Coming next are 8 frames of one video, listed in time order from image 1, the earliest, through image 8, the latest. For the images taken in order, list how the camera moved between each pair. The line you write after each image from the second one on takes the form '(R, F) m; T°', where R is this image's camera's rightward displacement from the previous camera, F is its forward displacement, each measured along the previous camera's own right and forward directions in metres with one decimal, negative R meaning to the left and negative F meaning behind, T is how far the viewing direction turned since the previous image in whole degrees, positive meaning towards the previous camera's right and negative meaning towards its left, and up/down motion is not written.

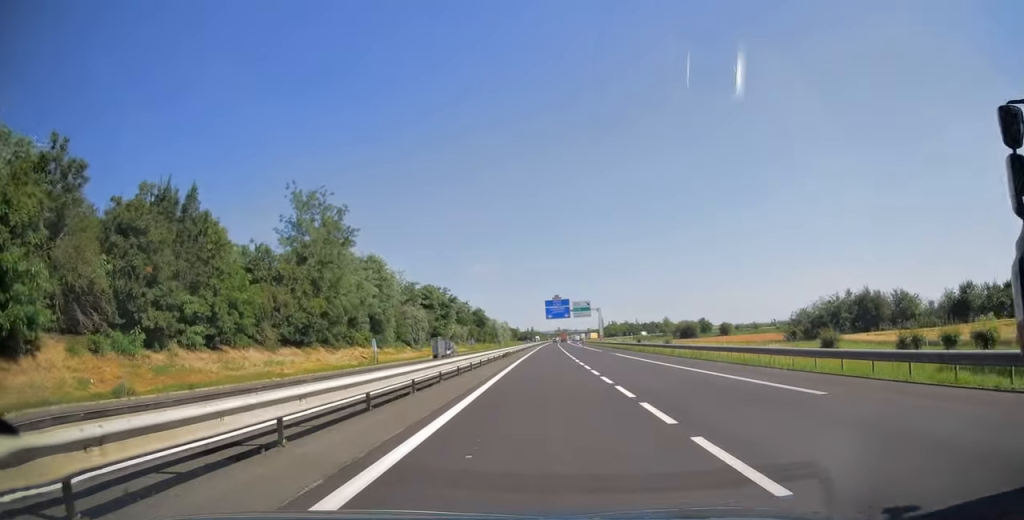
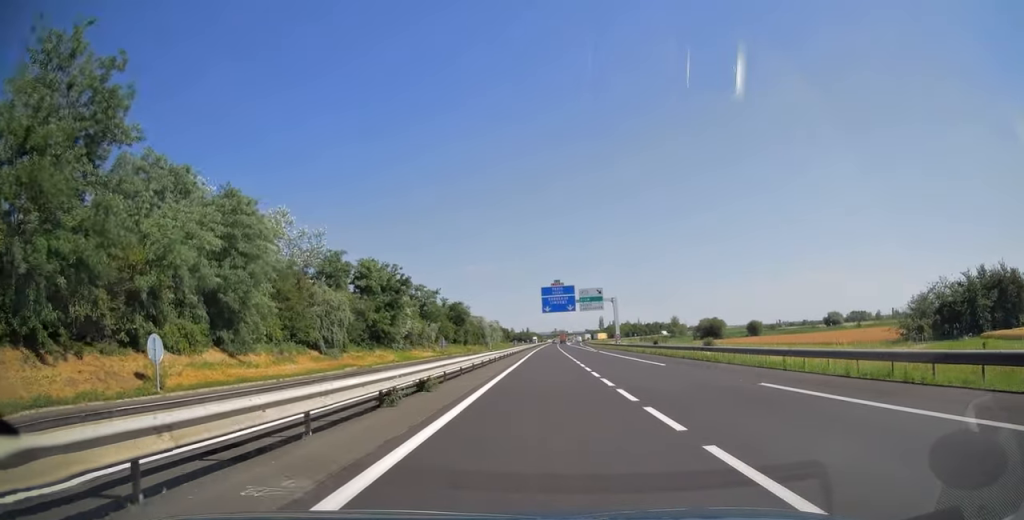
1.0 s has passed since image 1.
(0.0, +35.0) m; 0°
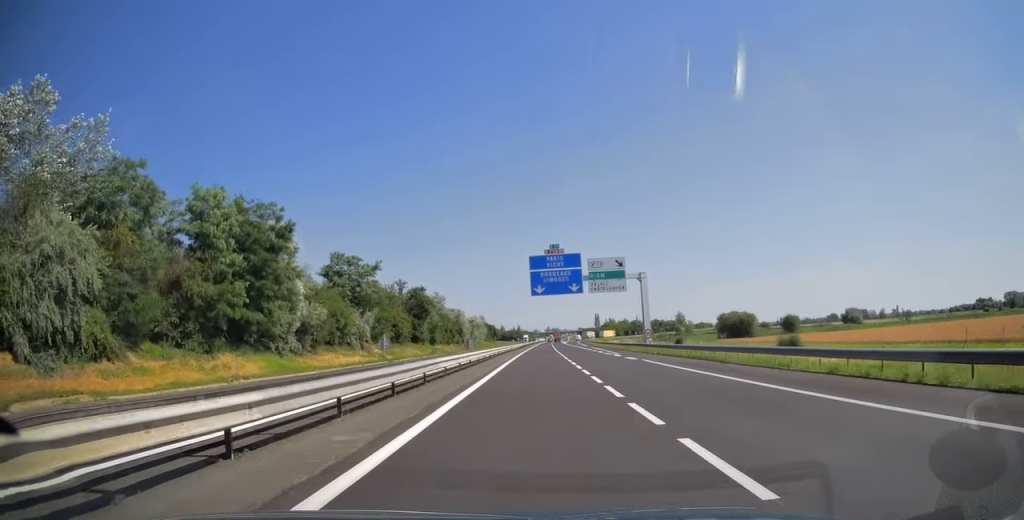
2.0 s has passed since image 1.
(+0.1, +33.9) m; 0°
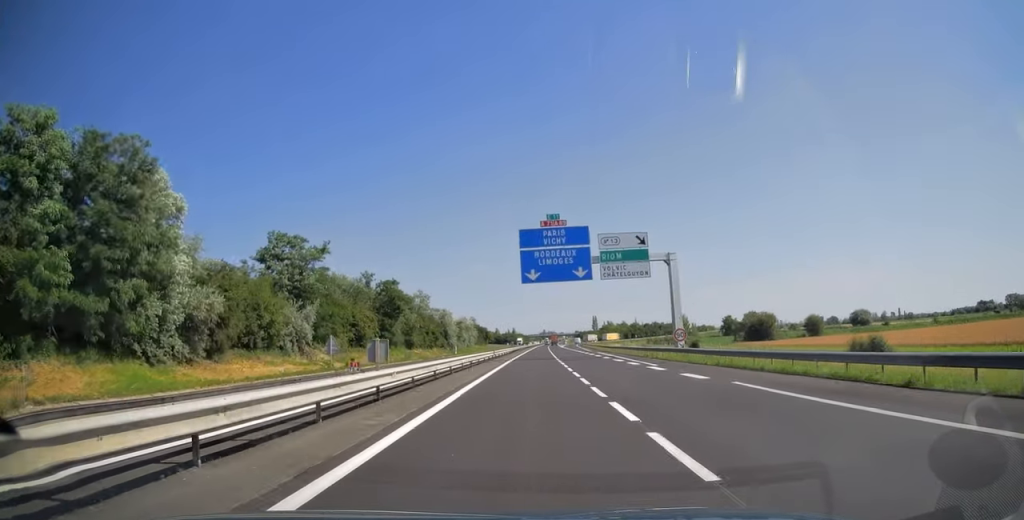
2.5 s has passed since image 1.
(0.0, +16.4) m; 0°
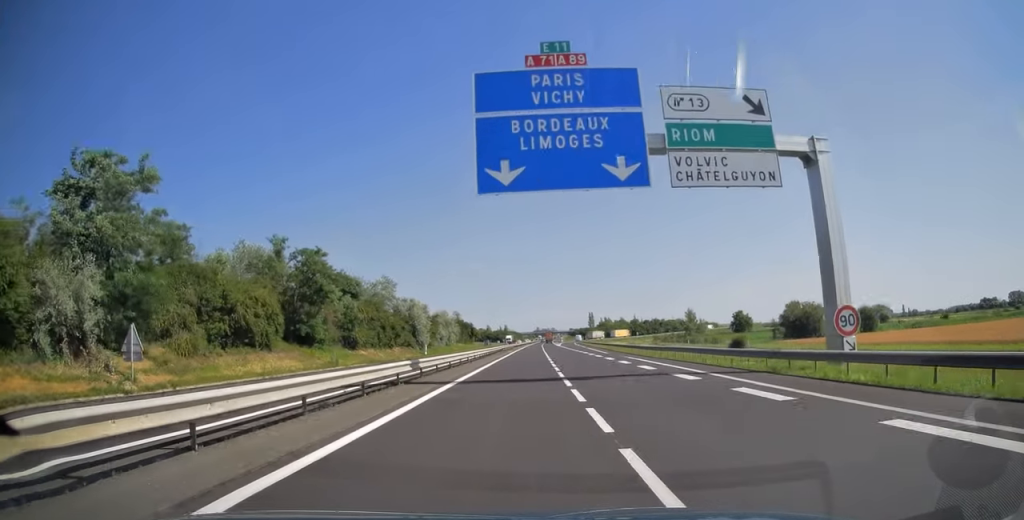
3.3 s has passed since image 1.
(+0.2, +27.2) m; +1°
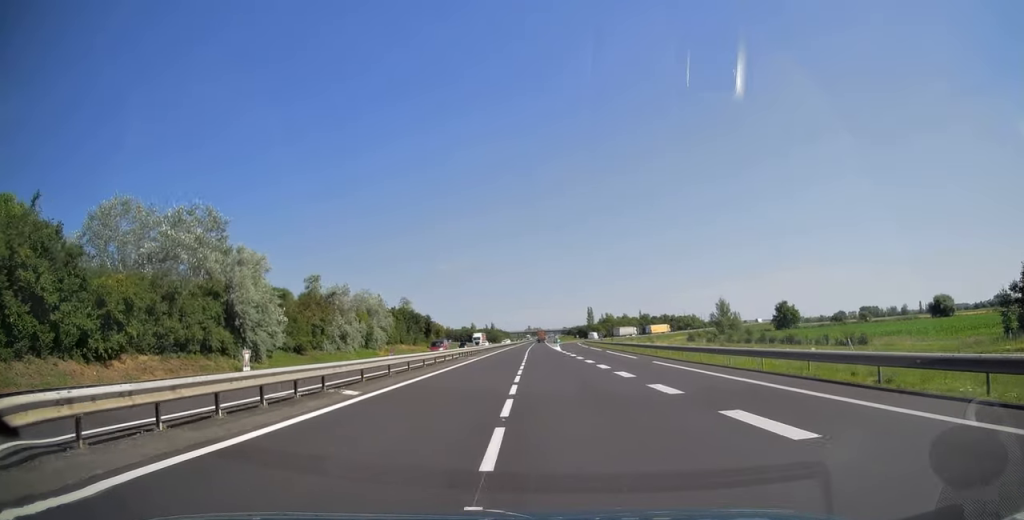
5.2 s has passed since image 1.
(+0.7, +62.9) m; +1°
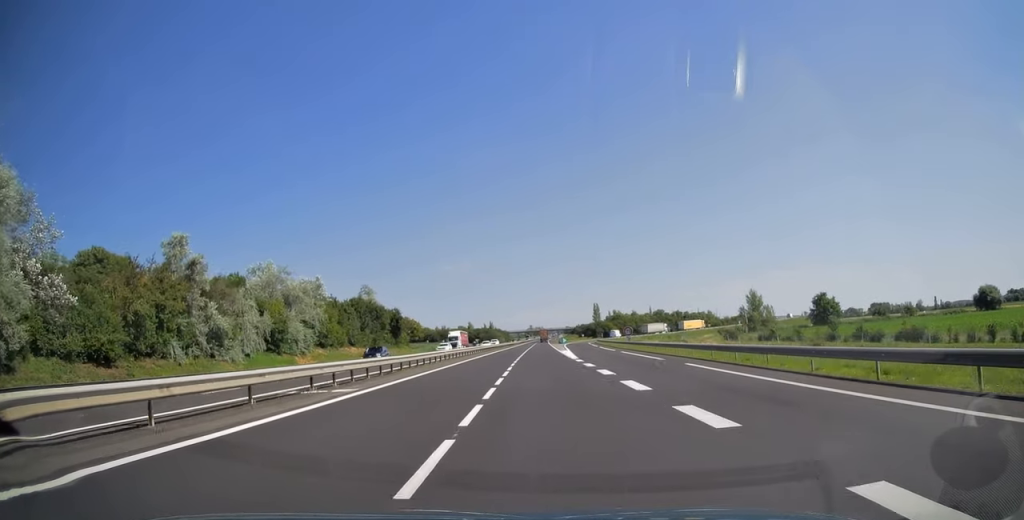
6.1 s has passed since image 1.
(+0.1, +31.6) m; 0°
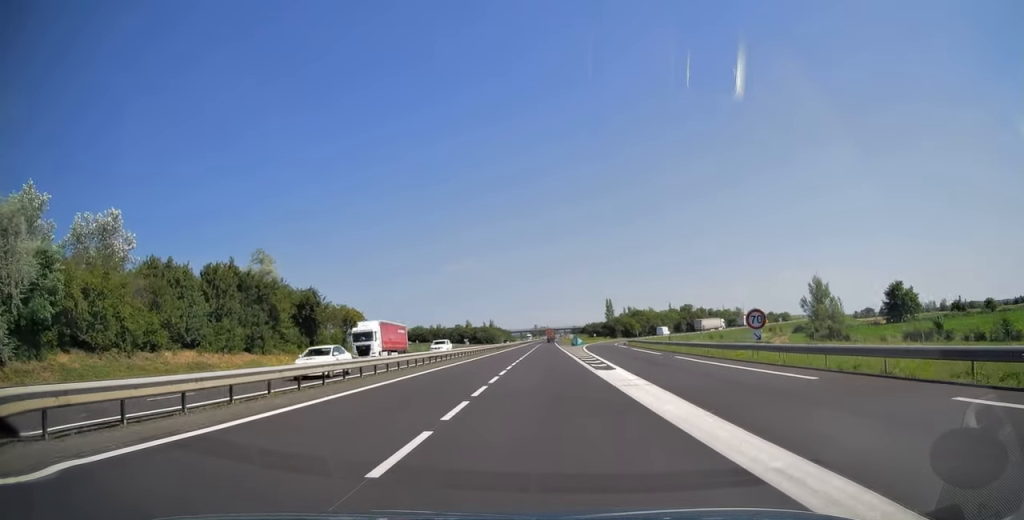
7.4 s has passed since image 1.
(0.0, +42.9) m; 0°
